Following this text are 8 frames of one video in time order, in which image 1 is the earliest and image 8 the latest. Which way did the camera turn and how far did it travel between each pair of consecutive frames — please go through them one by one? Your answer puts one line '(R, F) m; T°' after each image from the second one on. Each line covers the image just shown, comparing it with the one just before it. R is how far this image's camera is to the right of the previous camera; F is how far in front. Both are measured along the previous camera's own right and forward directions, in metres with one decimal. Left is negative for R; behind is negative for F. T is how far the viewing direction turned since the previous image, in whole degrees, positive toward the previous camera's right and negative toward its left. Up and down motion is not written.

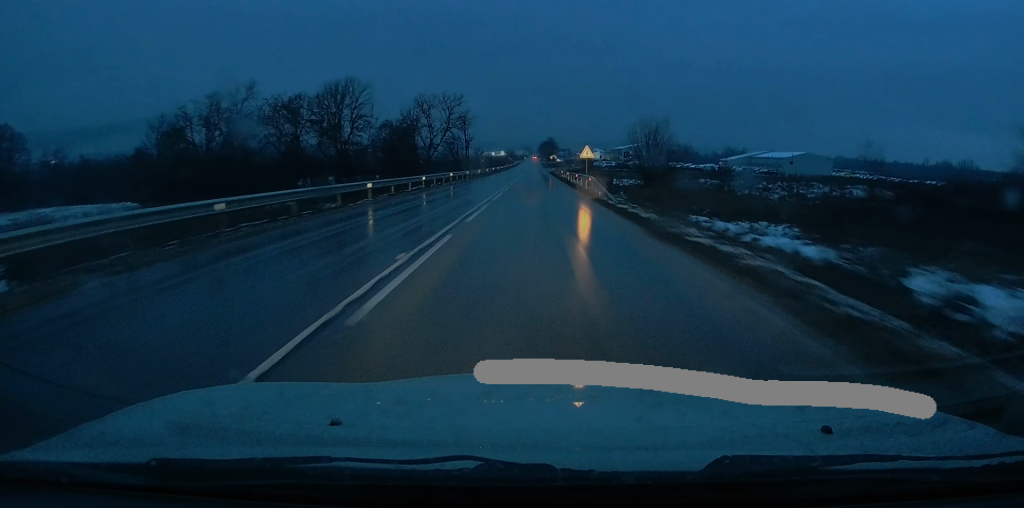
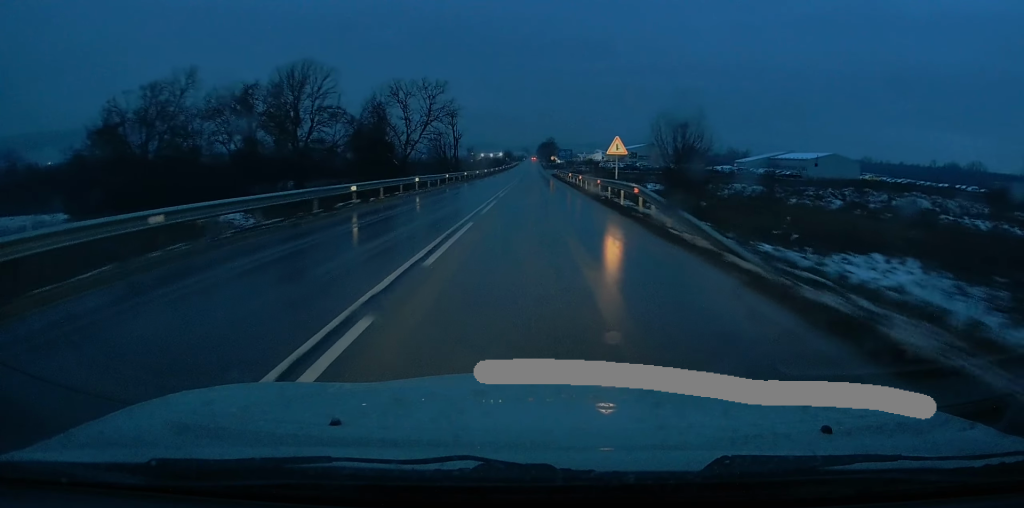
(0.0, +14.7) m; +1°
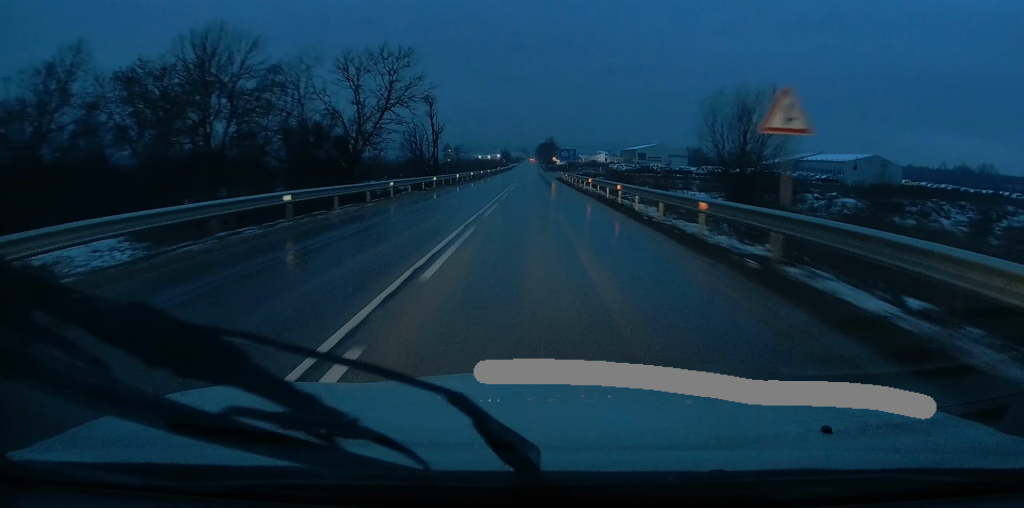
(+0.2, +18.4) m; 0°
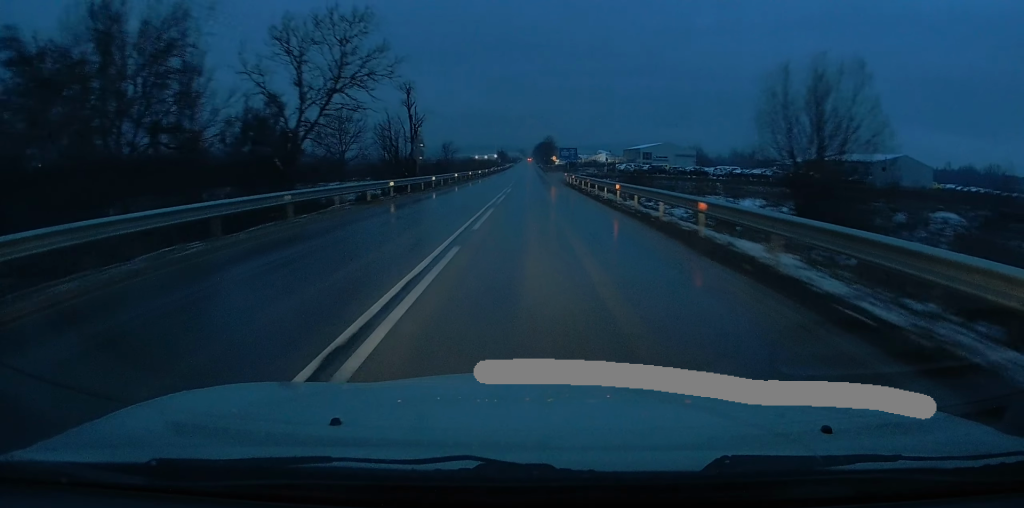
(-0.1, +11.9) m; 0°
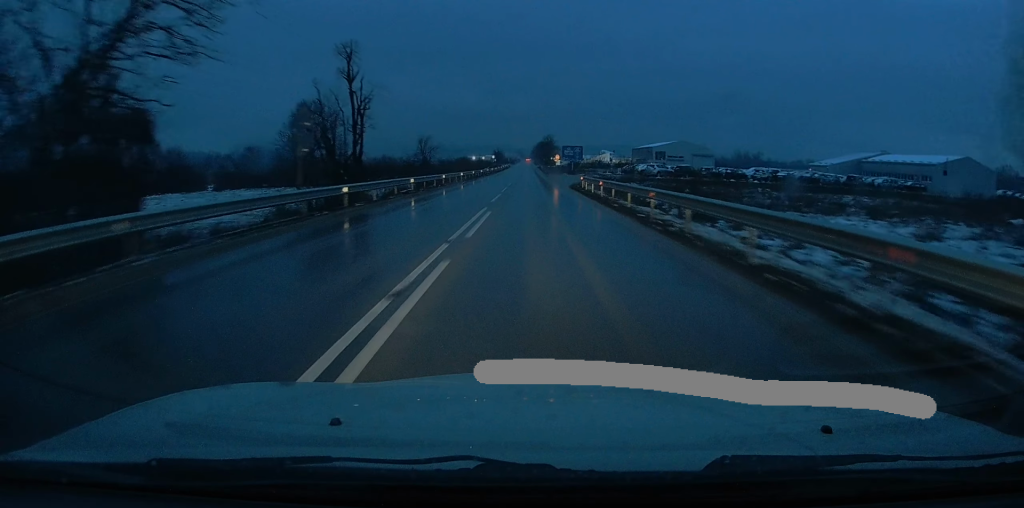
(-0.1, +19.1) m; 0°
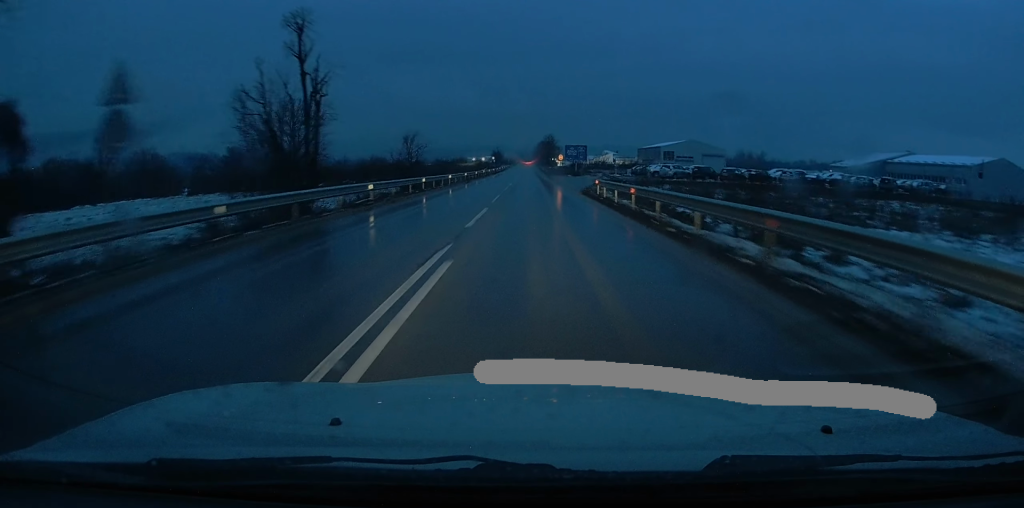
(0.0, +8.8) m; 0°
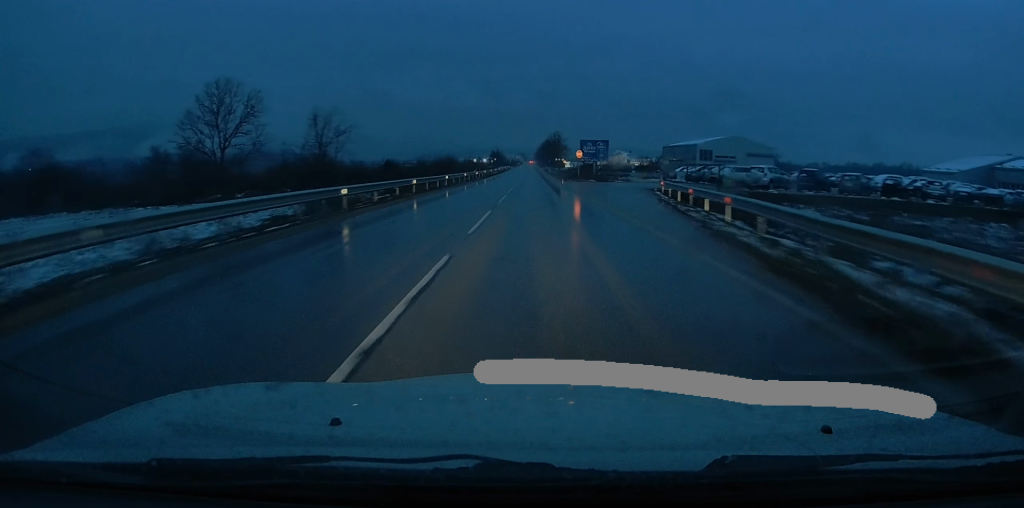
(+0.2, +28.6) m; 0°
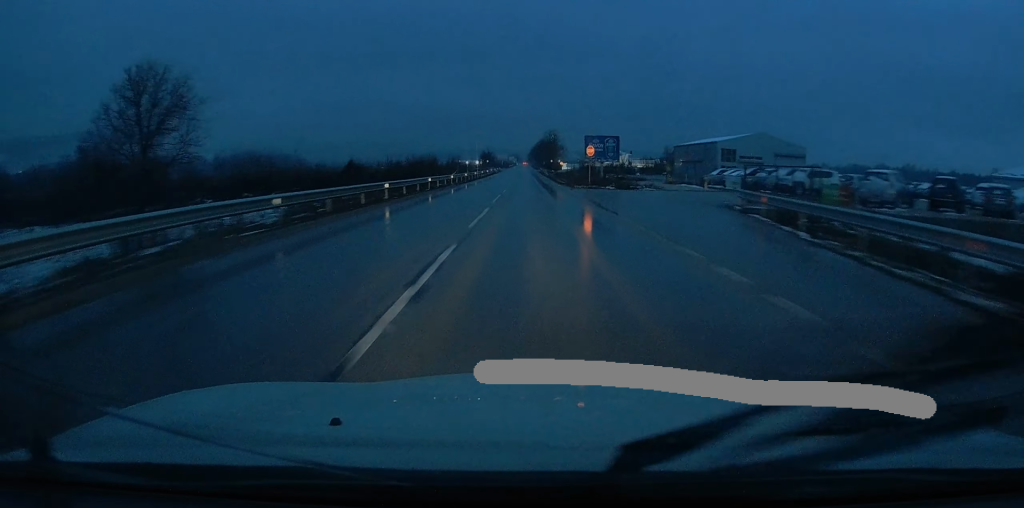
(-0.1, +17.0) m; 0°
